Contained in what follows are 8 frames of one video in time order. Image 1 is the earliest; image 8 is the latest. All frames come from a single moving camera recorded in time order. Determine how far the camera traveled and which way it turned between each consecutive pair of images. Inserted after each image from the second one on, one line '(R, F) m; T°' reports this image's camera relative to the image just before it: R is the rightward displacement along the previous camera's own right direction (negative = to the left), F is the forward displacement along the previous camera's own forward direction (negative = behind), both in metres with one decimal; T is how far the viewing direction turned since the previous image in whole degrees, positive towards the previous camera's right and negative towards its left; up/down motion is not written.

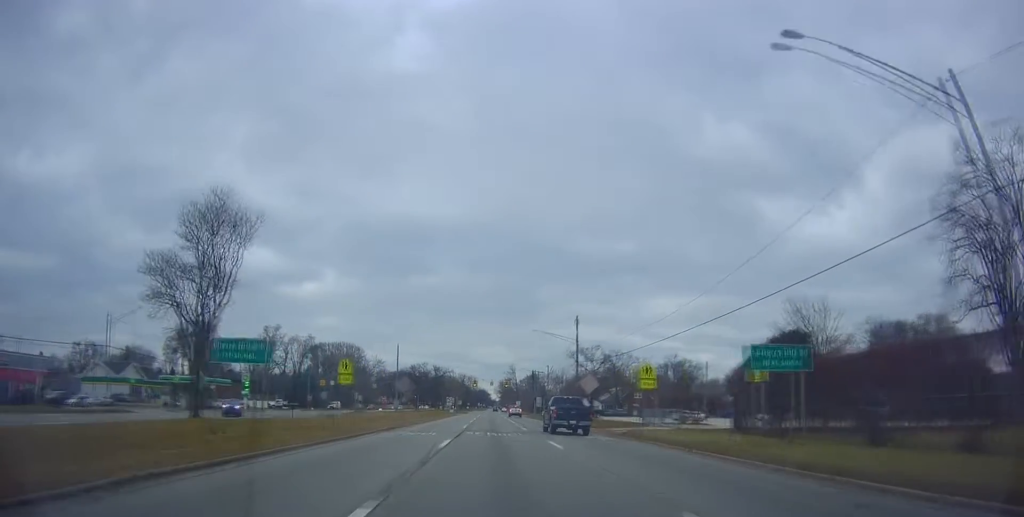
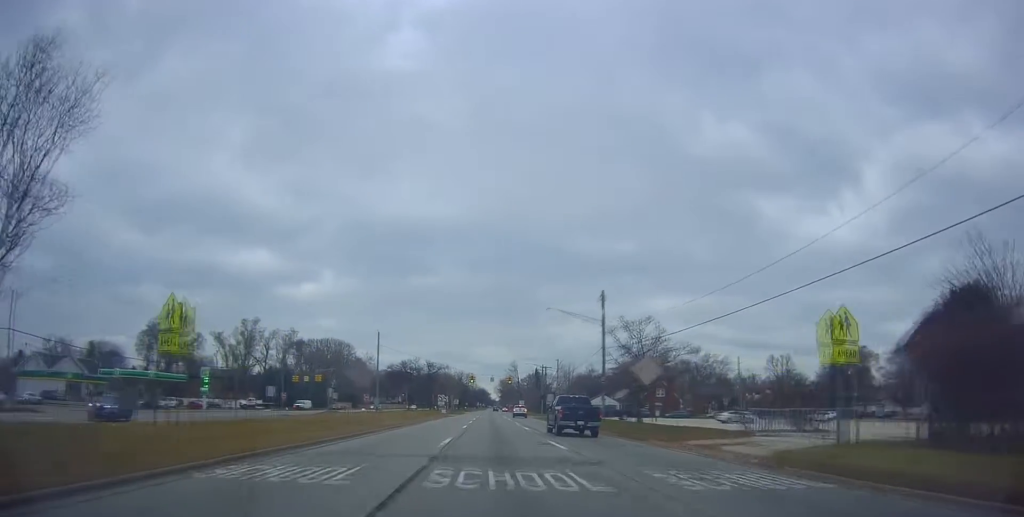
(+0.2, +17.8) m; 0°
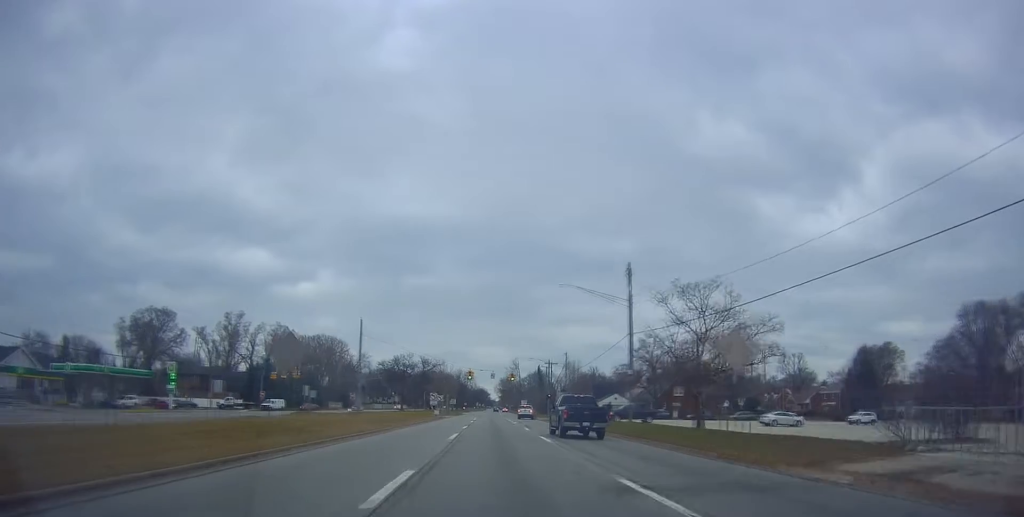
(-0.4, +11.7) m; -1°
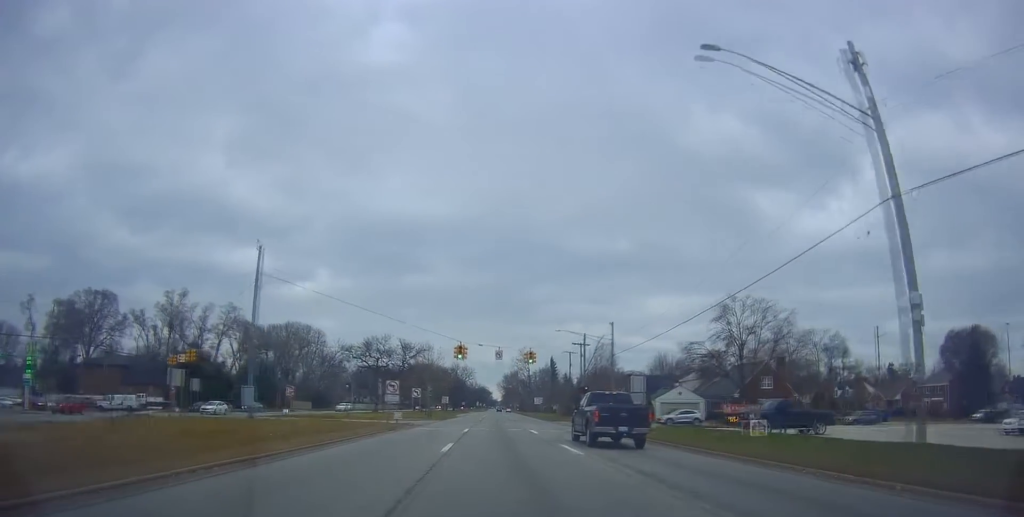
(+0.9, +34.4) m; +1°
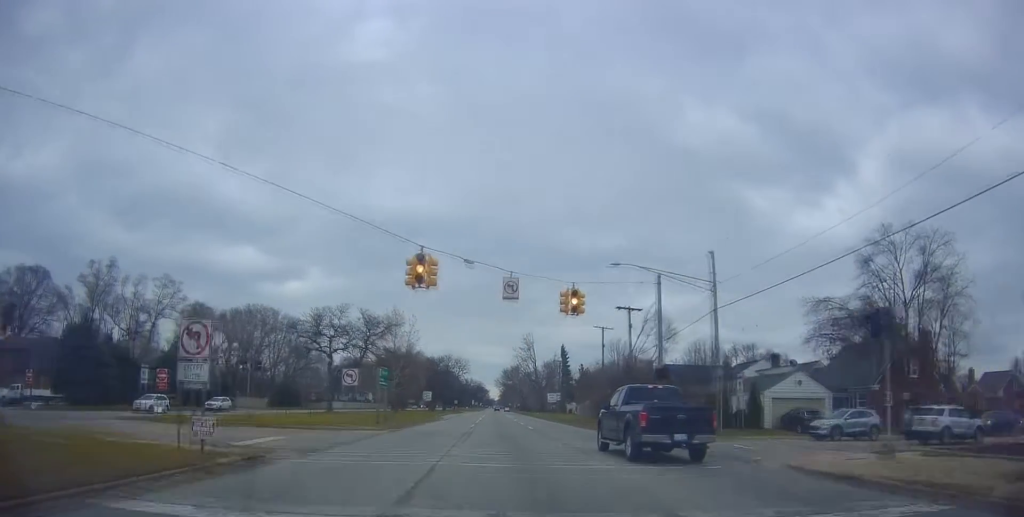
(-0.7, +29.4) m; 0°
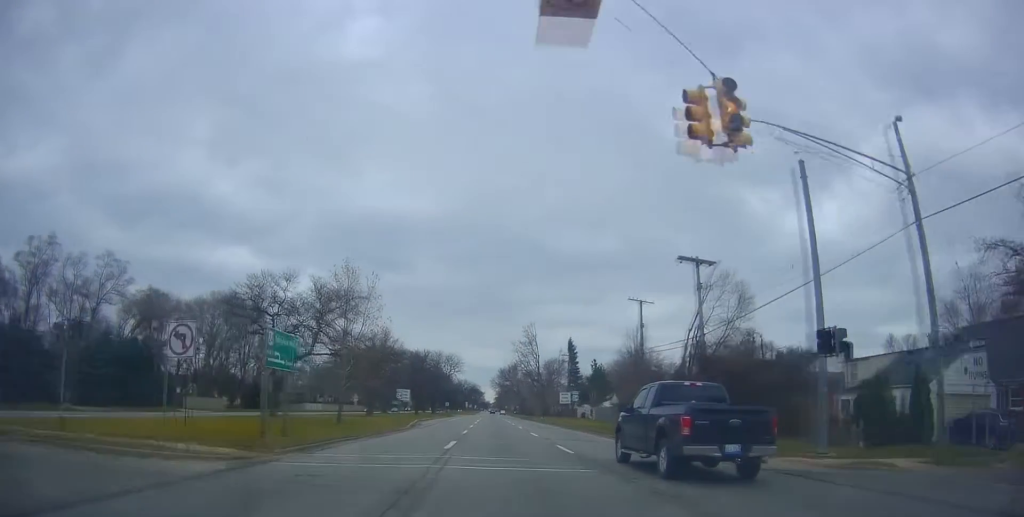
(+0.7, +18.7) m; +1°
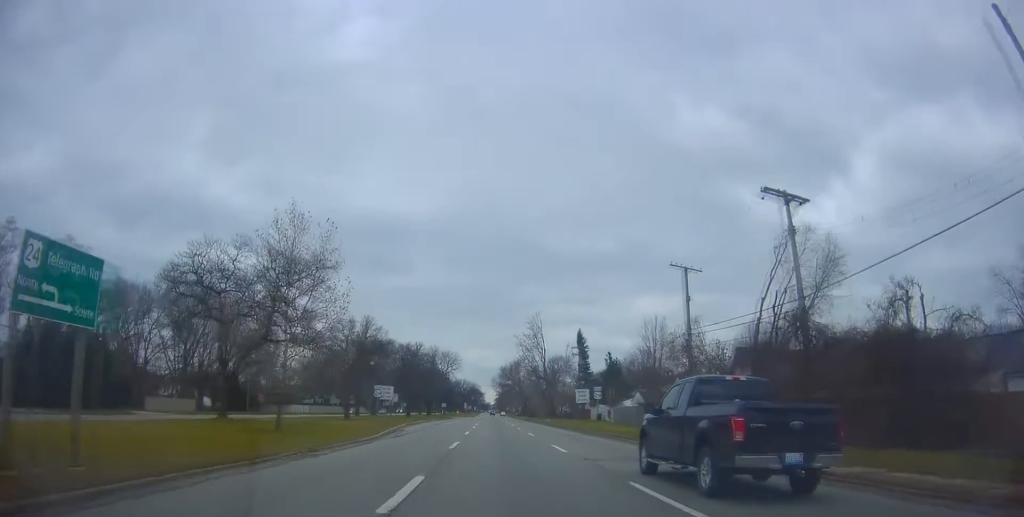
(-0.2, +11.5) m; 0°
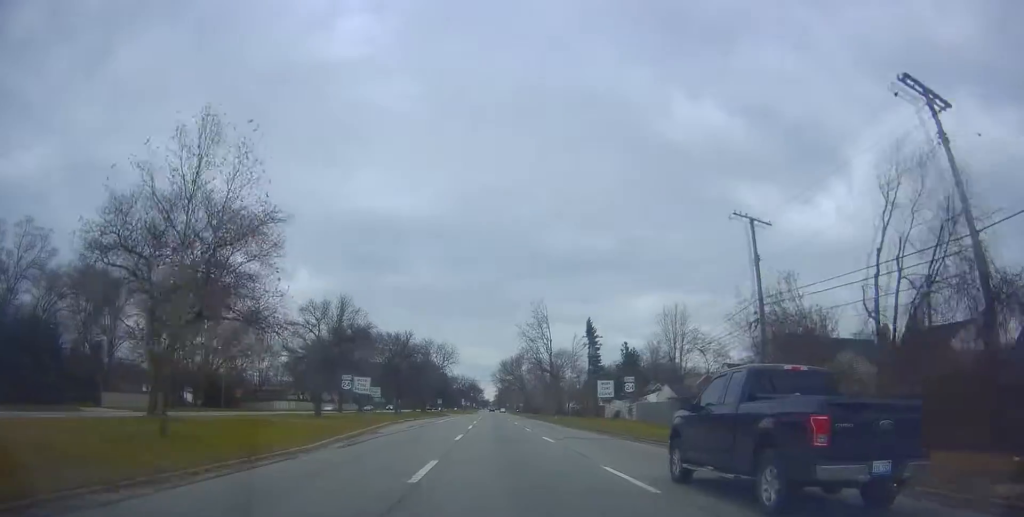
(-0.2, +10.1) m; 0°
